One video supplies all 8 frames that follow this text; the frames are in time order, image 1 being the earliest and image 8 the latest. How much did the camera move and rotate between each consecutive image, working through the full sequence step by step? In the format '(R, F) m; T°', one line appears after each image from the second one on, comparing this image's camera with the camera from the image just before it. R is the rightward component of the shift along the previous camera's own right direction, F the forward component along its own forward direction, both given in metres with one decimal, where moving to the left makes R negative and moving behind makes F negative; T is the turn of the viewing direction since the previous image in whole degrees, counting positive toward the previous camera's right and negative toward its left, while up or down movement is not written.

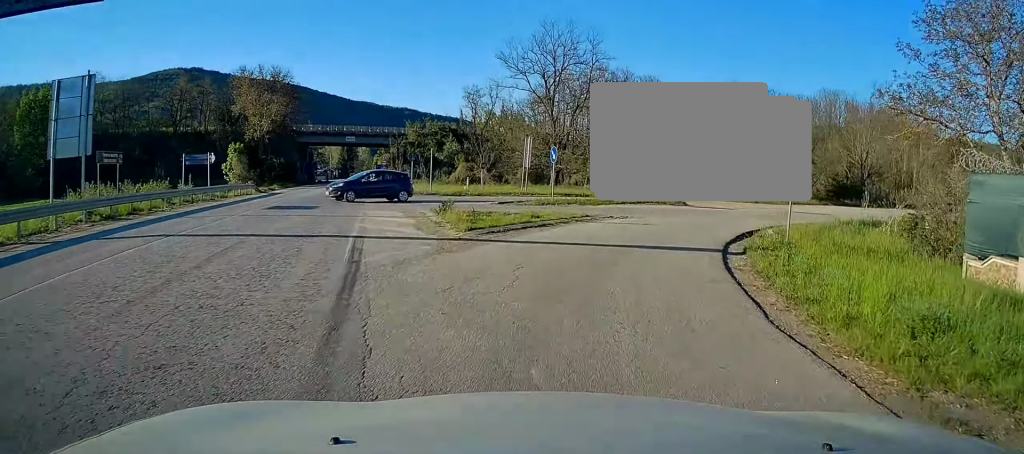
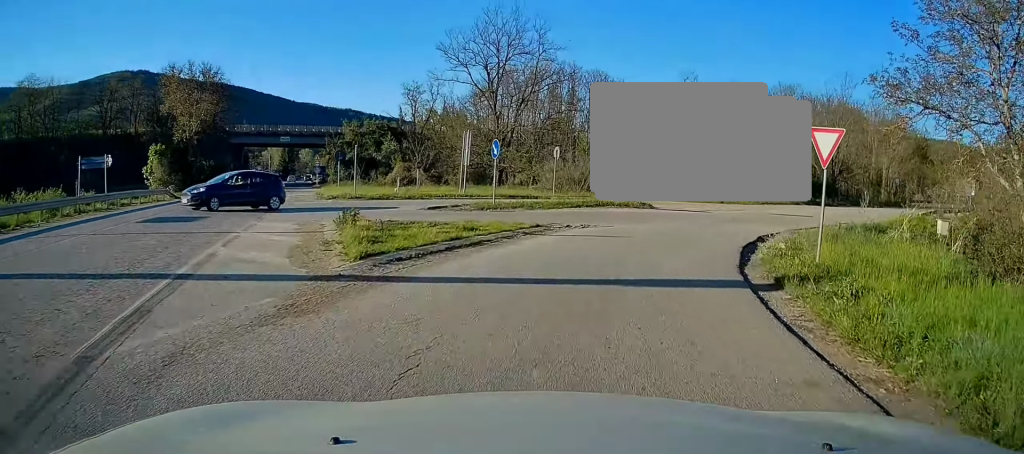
(+0.1, +5.0) m; +5°
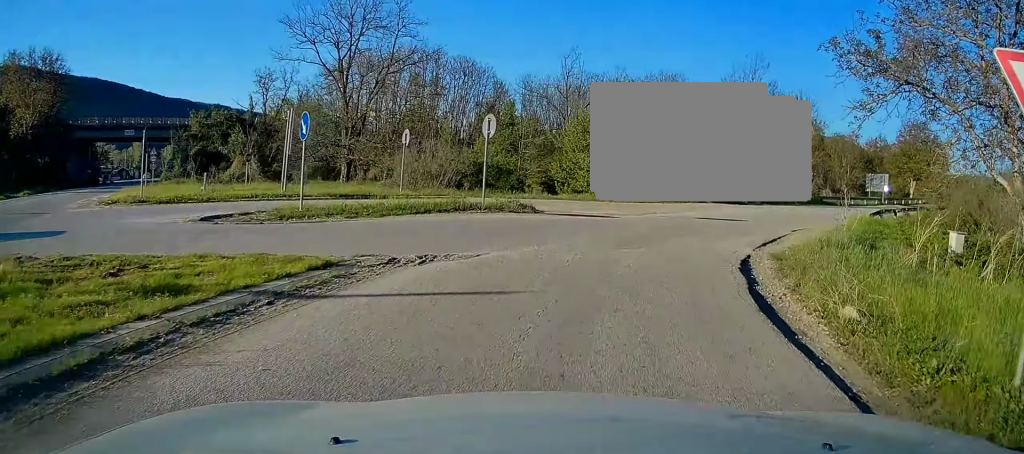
(+0.7, +8.1) m; +10°
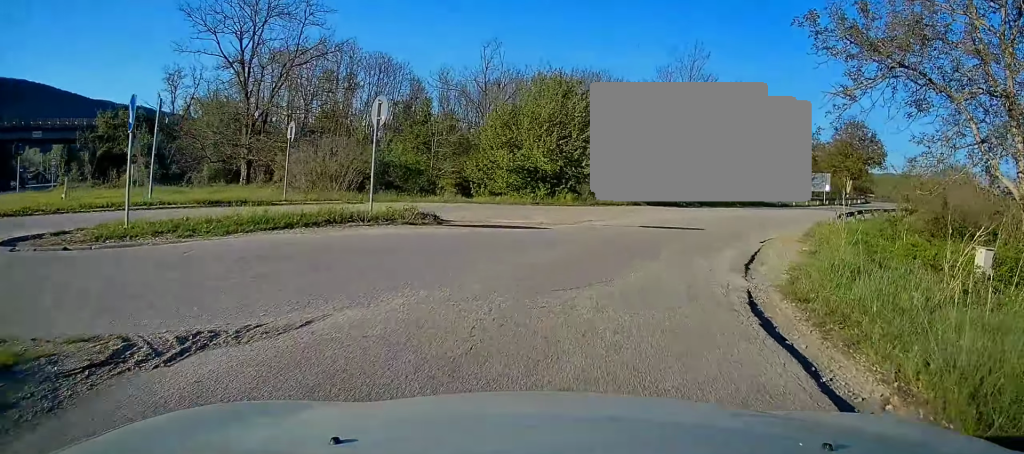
(+0.1, +4.6) m; +6°
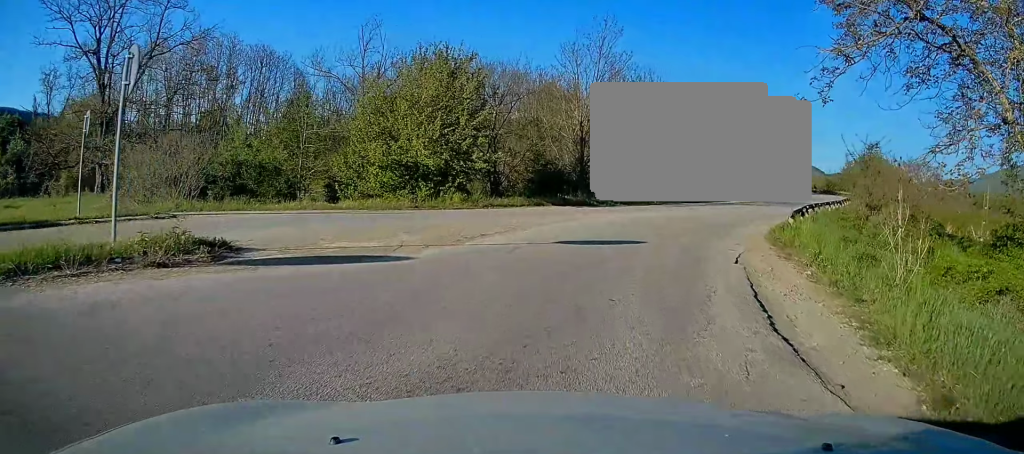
(+0.6, +5.8) m; +9°
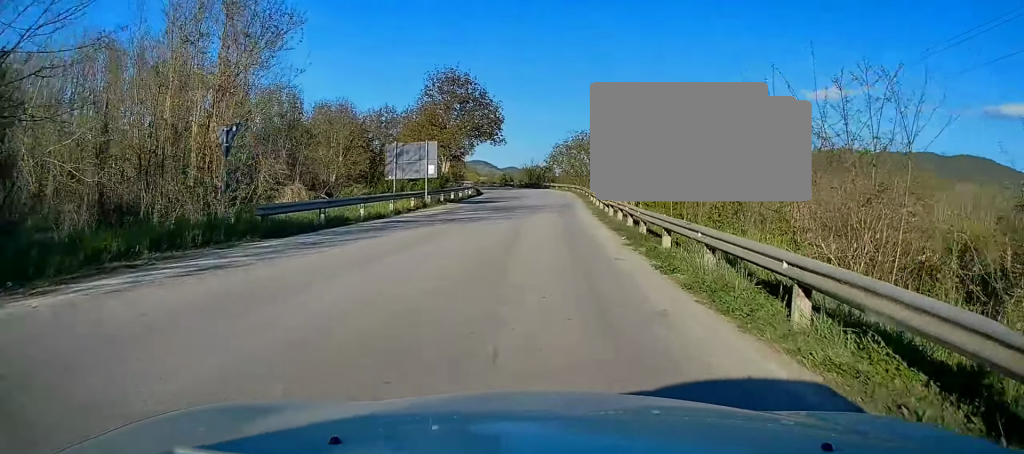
(+8.1, +25.4) m; +31°
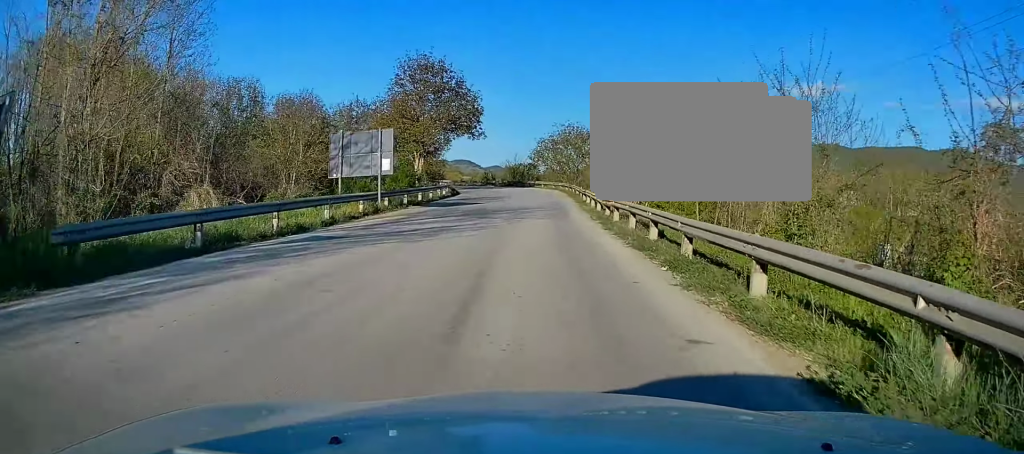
(+0.5, +6.4) m; +3°
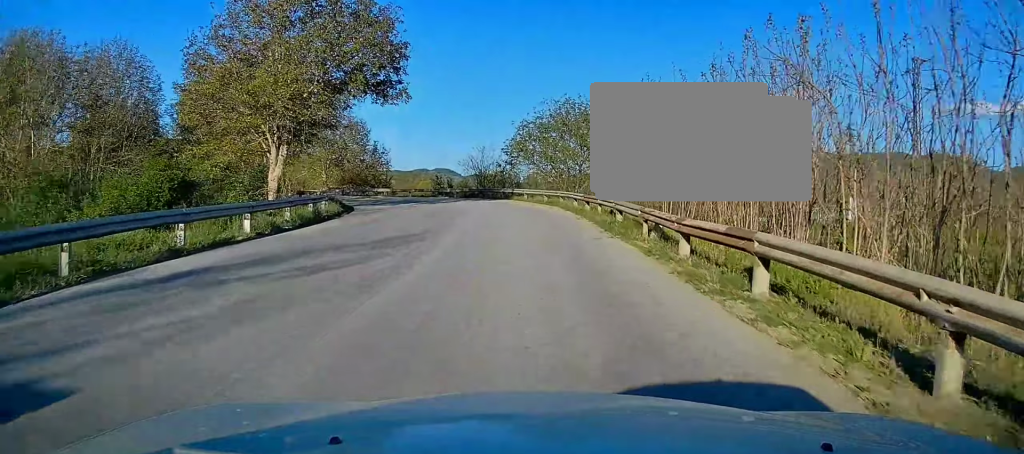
(+1.1, +29.2) m; +4°
